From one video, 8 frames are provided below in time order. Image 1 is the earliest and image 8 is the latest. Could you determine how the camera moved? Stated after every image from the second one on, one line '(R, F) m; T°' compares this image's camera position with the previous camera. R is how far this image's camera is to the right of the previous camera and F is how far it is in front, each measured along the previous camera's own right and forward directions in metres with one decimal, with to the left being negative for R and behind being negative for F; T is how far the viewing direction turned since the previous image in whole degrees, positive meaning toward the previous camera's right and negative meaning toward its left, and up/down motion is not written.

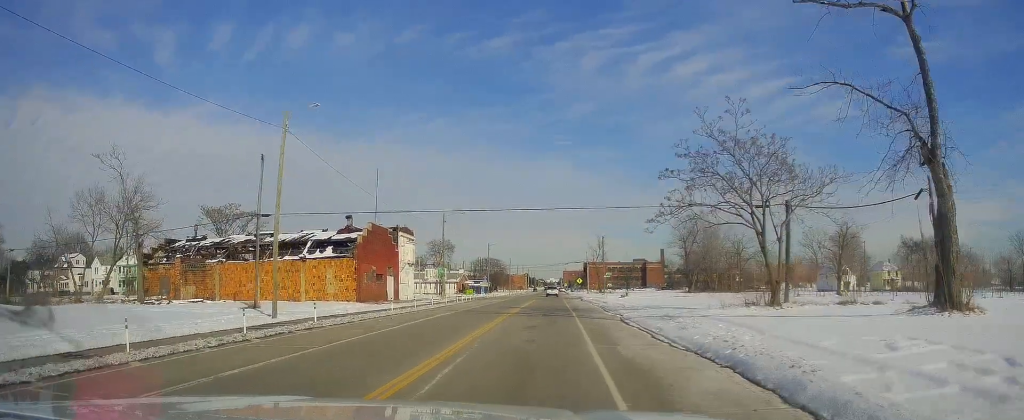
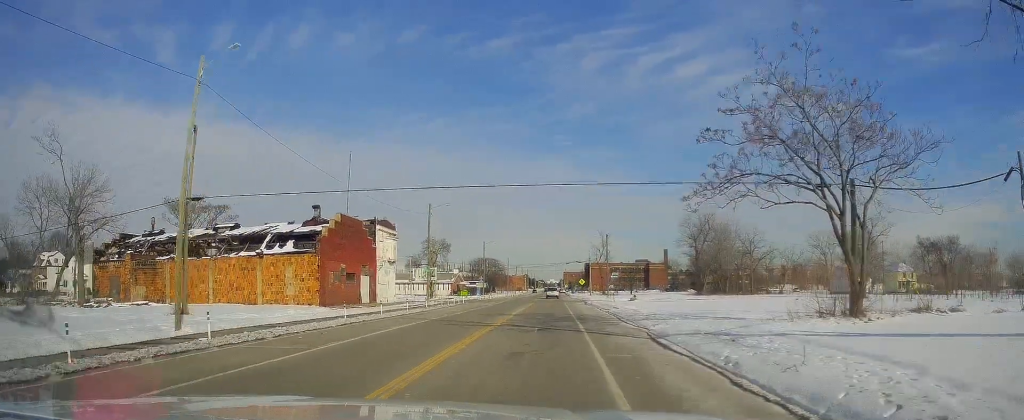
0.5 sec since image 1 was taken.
(+0.1, +8.6) m; 0°
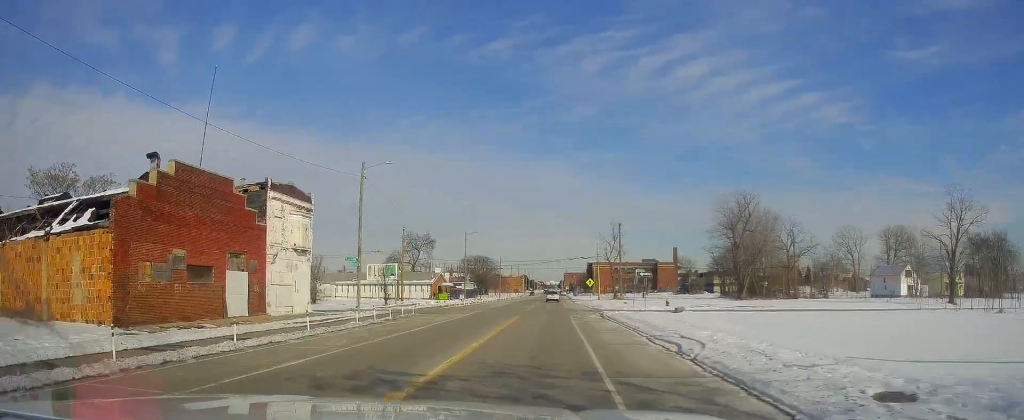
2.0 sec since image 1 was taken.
(+0.3, +23.2) m; +2°
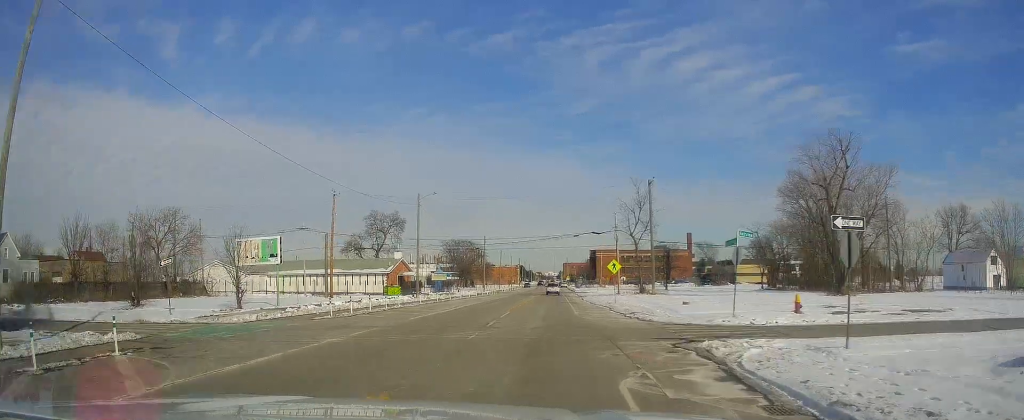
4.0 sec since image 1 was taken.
(-0.9, +30.6) m; -3°
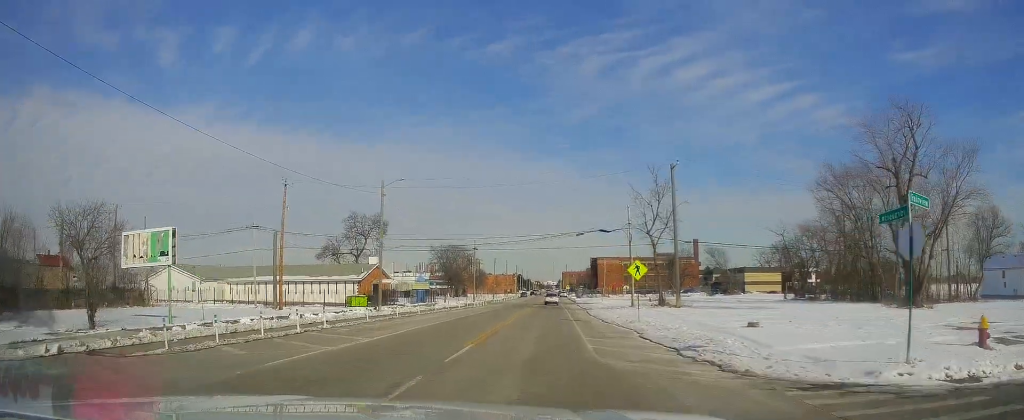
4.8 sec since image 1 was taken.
(+0.1, +12.6) m; +1°
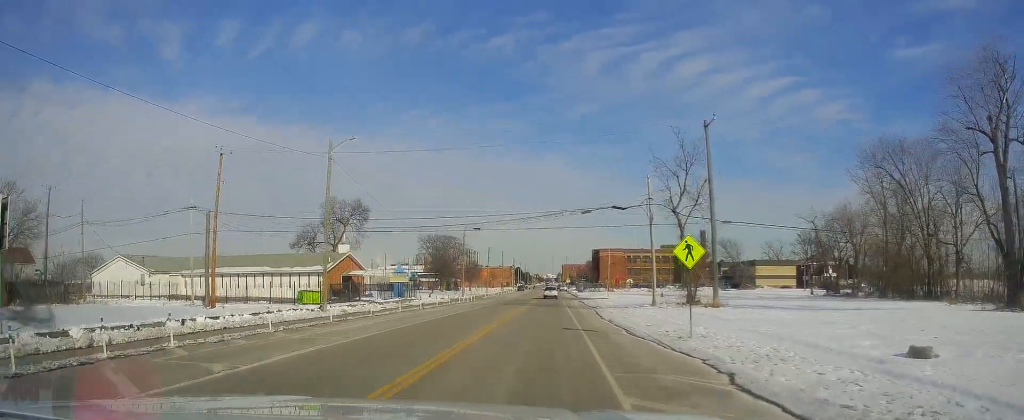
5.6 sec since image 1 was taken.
(+0.1, +11.5) m; +1°
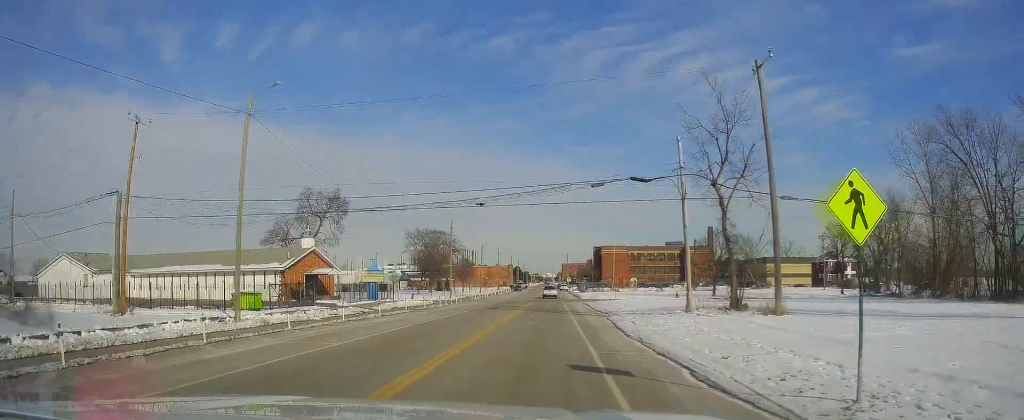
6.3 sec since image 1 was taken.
(+0.1, +10.4) m; 0°
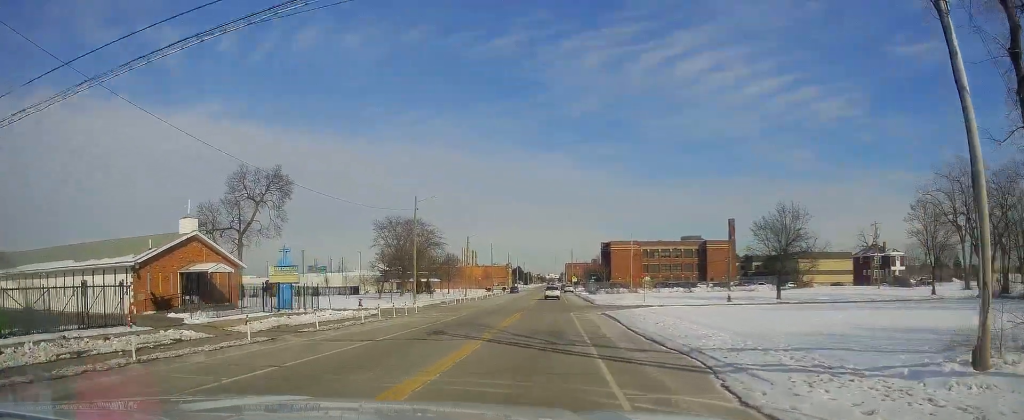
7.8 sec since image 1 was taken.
(-0.2, +22.0) m; 0°
